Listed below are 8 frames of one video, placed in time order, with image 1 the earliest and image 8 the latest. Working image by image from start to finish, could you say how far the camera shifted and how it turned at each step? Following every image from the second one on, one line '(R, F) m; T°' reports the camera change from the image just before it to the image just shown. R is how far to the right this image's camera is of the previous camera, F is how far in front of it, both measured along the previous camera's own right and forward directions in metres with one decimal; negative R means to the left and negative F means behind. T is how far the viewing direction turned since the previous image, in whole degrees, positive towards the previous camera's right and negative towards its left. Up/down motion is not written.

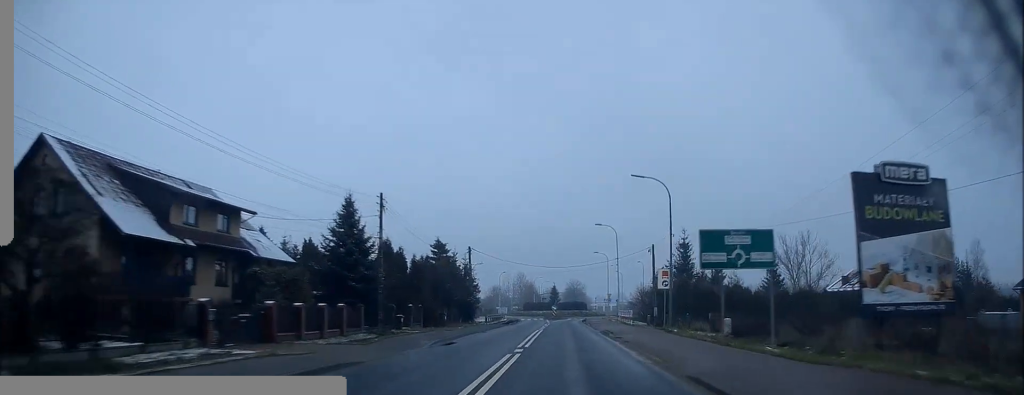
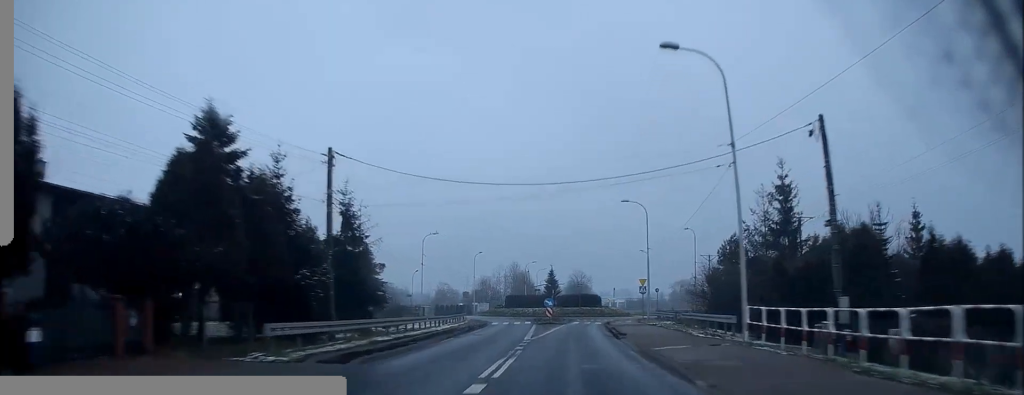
(-0.3, +42.8) m; 0°
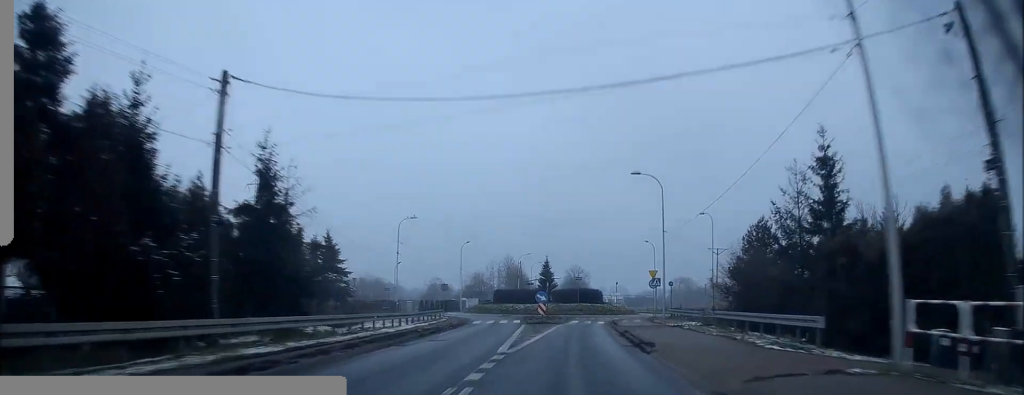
(+0.1, +9.4) m; 0°
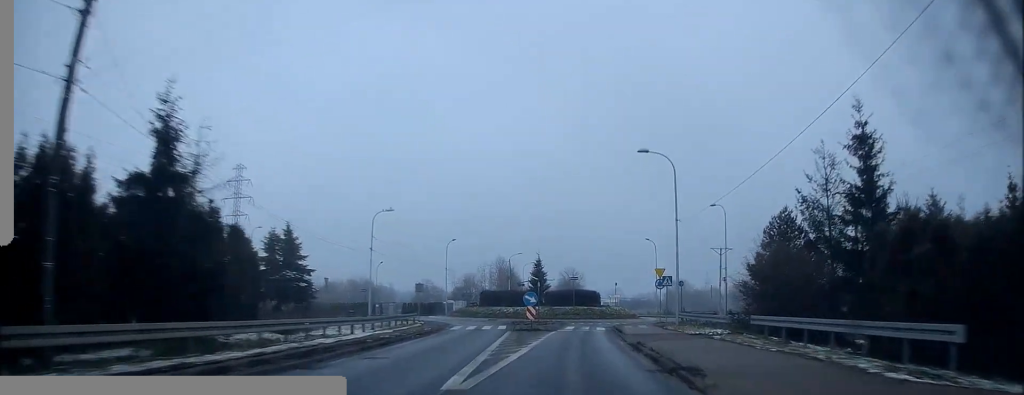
(0.0, +6.5) m; 0°
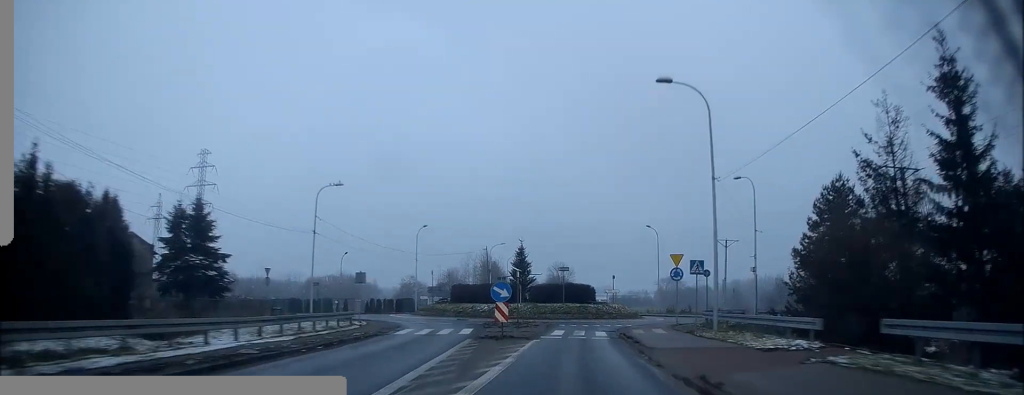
(-0.1, +10.6) m; 0°
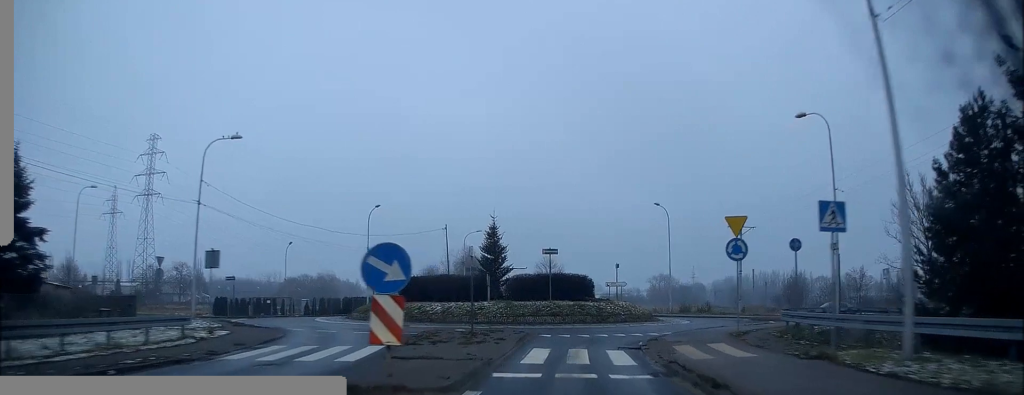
(+0.1, +13.9) m; +1°
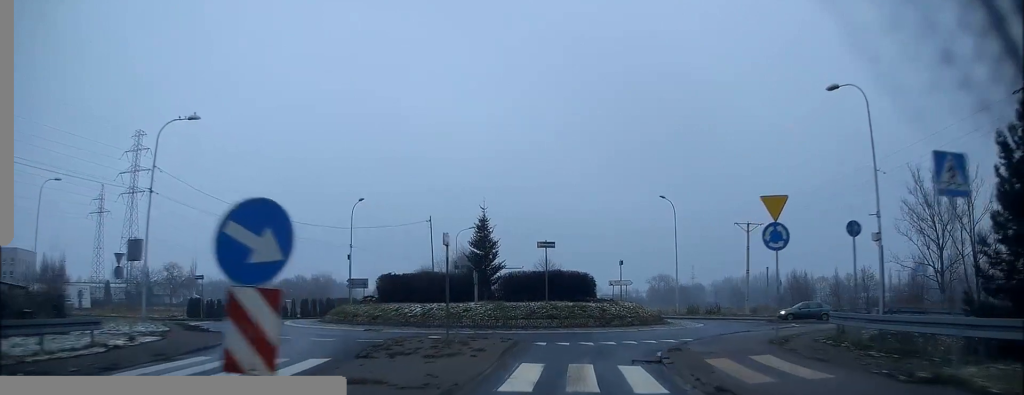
(0.0, +4.7) m; +1°
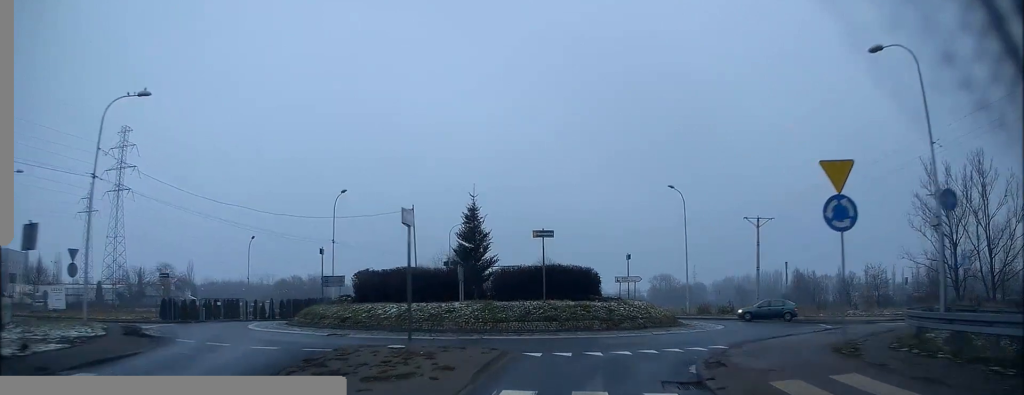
(+0.1, +4.7) m; +2°
